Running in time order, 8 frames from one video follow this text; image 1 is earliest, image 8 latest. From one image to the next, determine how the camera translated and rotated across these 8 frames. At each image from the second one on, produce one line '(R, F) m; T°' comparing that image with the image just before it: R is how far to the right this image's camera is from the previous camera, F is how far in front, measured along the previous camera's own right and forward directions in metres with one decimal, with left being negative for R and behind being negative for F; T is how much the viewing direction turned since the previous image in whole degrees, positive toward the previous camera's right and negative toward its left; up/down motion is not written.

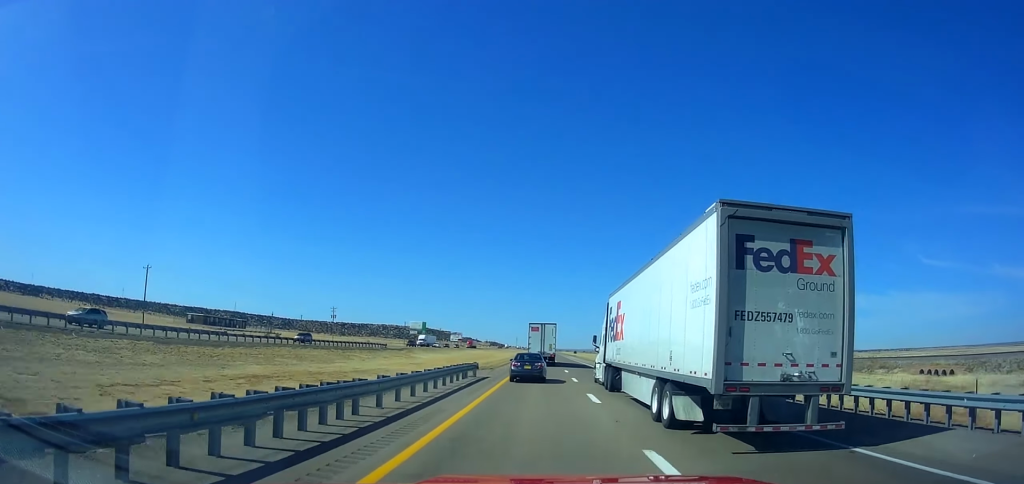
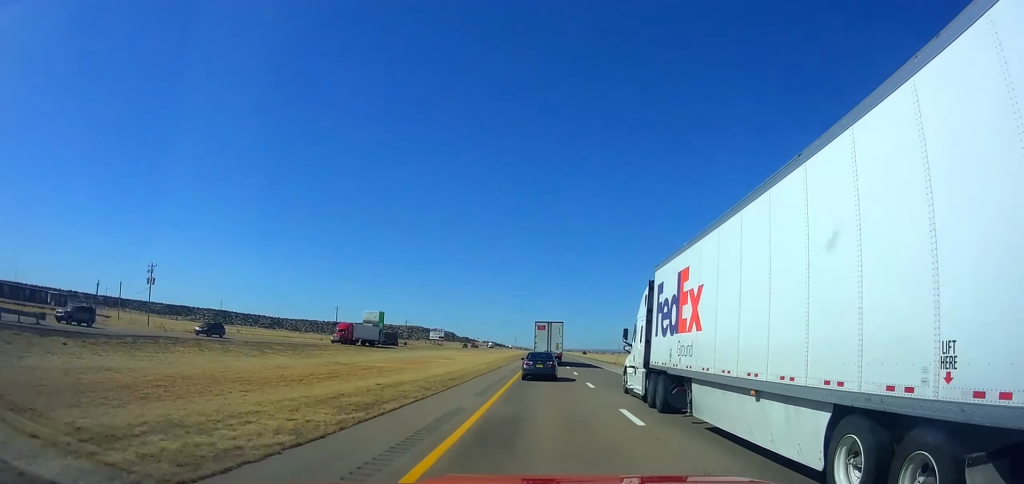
(-0.4, +90.3) m; 0°
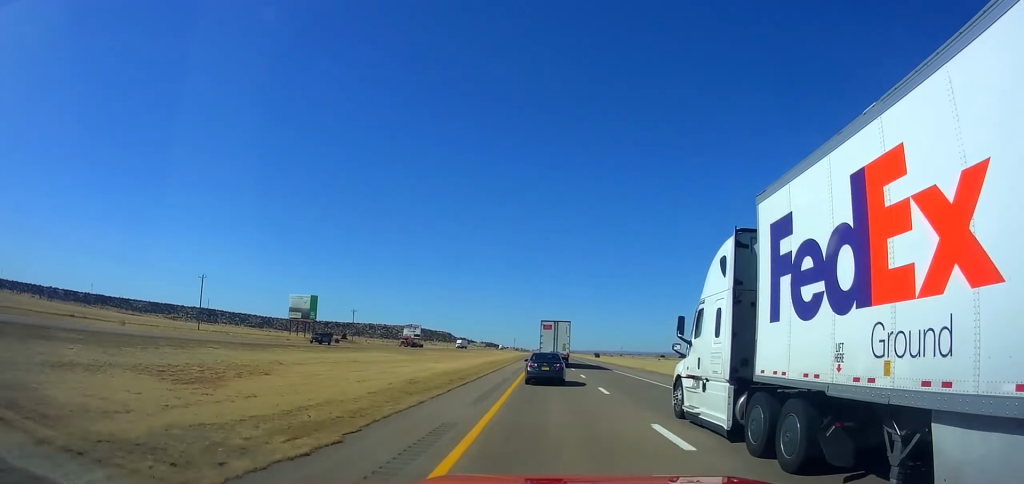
(+0.2, +75.0) m; 0°
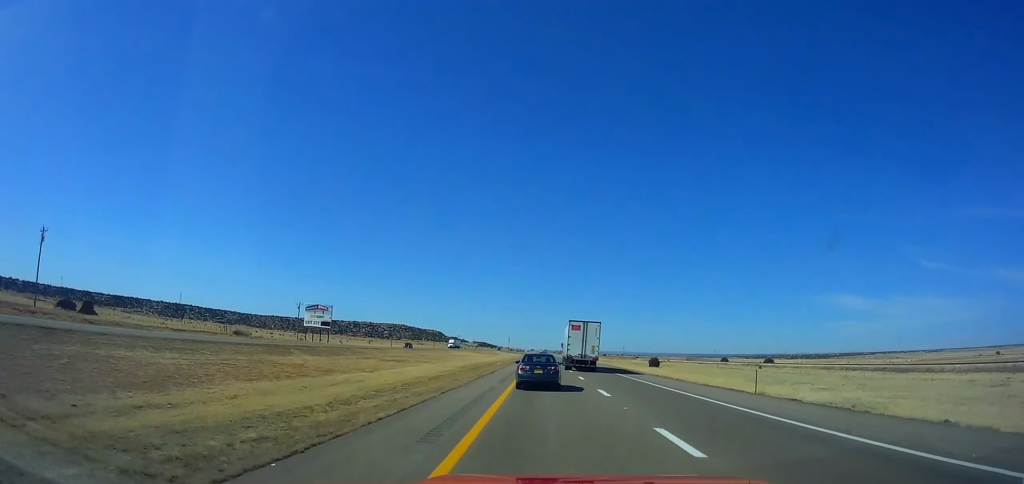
(-0.1, +135.7) m; 0°
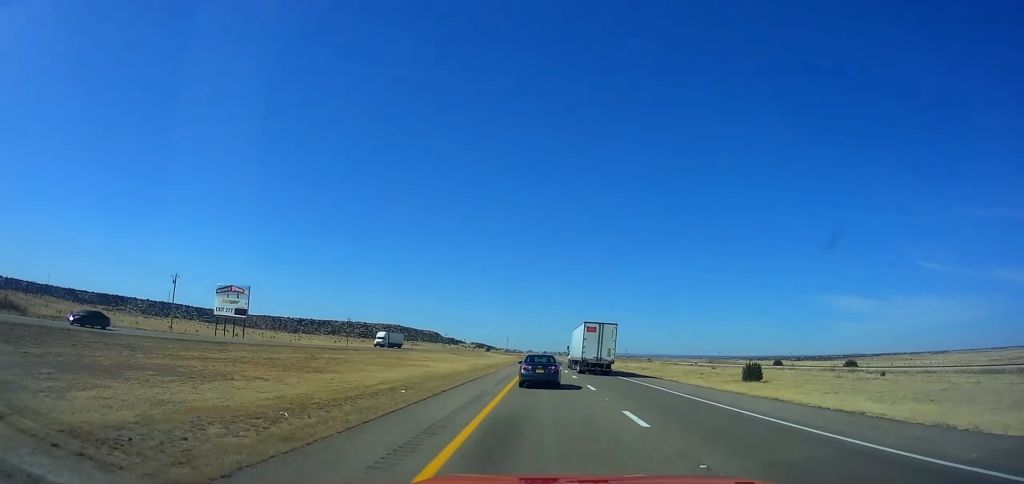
(-0.3, +57.8) m; 0°
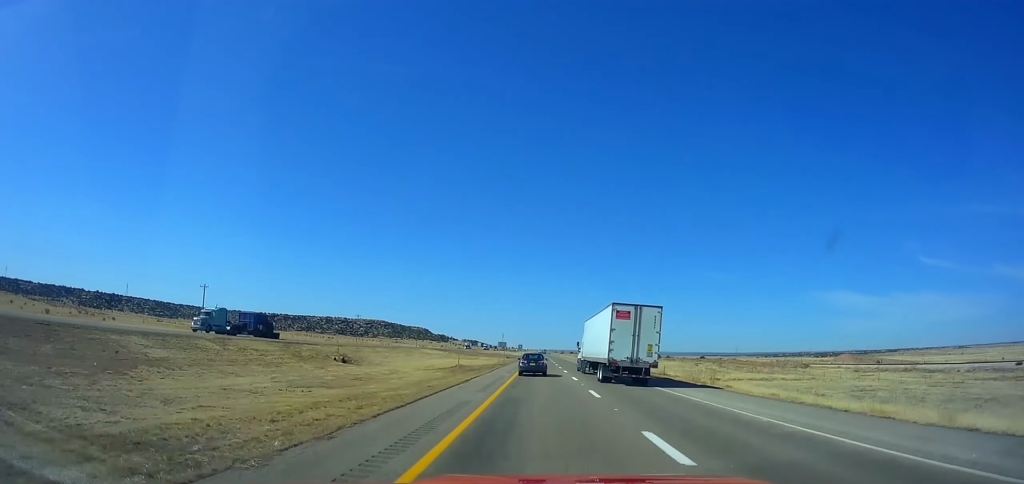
(+1.2, +187.4) m; 0°
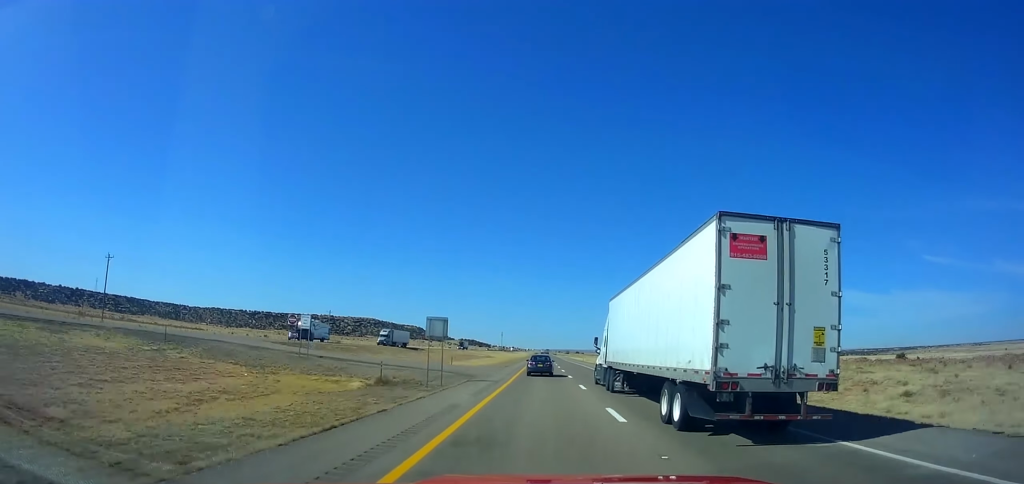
(-0.6, +126.9) m; 0°
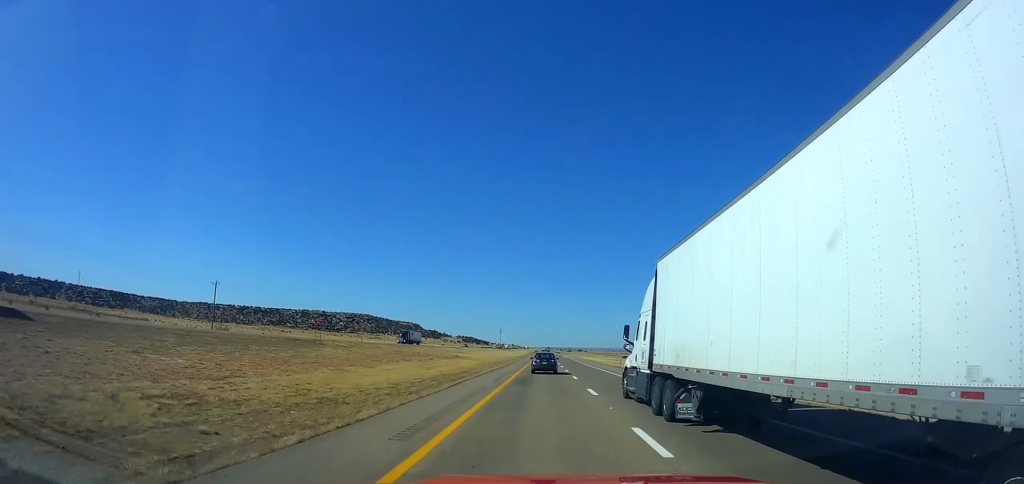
(0.0, +64.6) m; 0°
